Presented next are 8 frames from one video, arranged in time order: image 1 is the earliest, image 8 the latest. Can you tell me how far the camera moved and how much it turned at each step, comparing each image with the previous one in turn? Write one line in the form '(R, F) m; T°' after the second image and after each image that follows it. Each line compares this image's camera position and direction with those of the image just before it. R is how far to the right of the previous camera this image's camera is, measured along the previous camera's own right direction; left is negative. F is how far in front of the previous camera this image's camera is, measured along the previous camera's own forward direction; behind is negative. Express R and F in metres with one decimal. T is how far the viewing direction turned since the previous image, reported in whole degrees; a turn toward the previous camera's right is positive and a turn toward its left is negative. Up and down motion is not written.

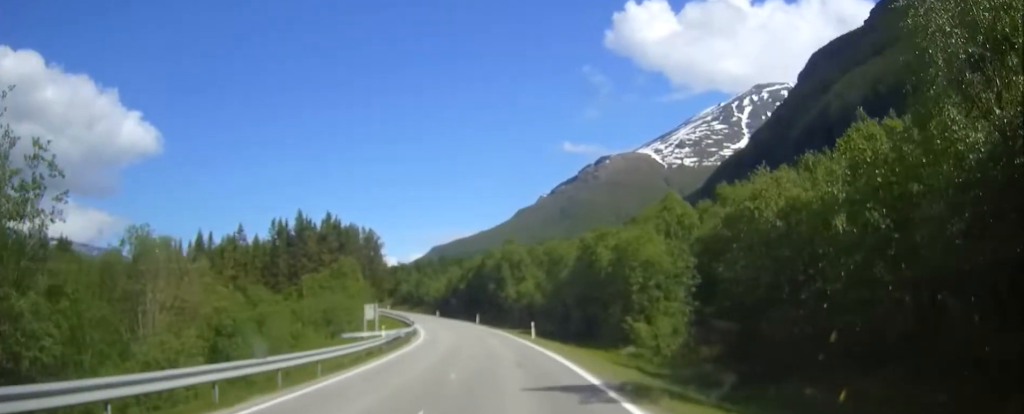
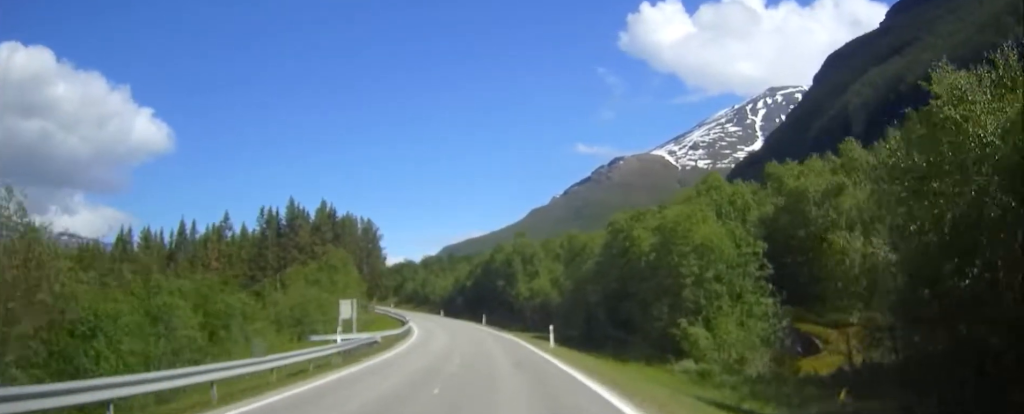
(-0.2, +11.9) m; -1°
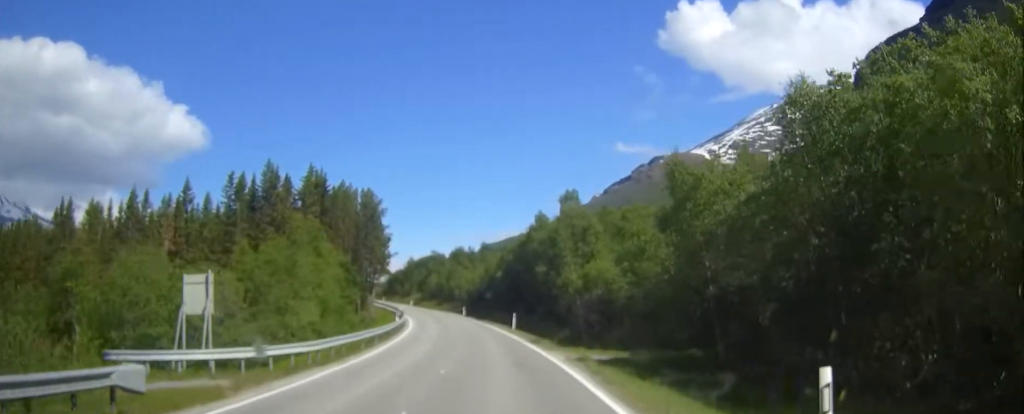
(-0.1, +27.6) m; 0°
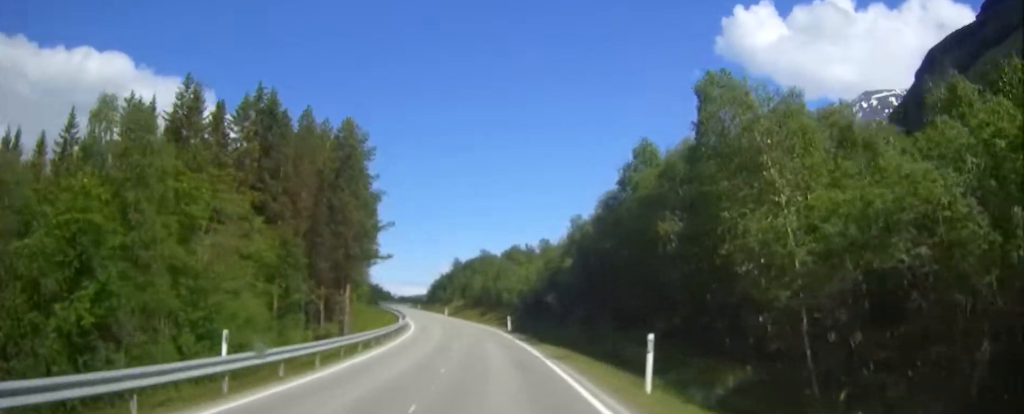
(-1.5, +38.0) m; -6°
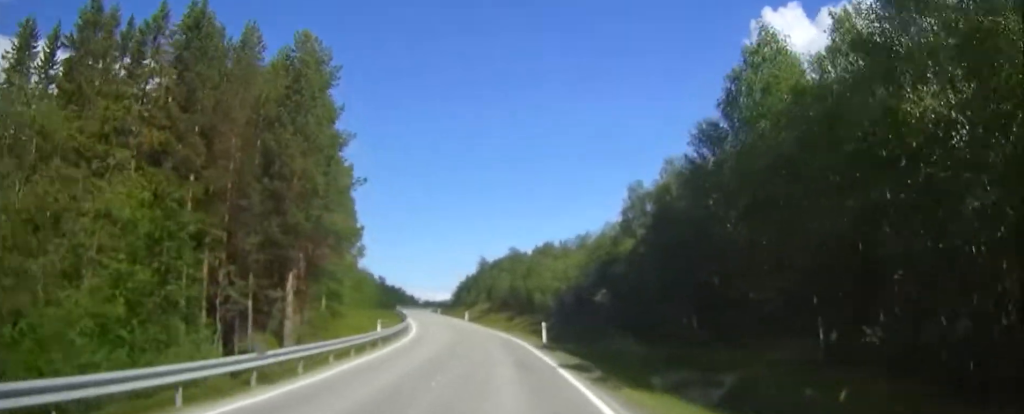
(-0.5, +18.7) m; -3°
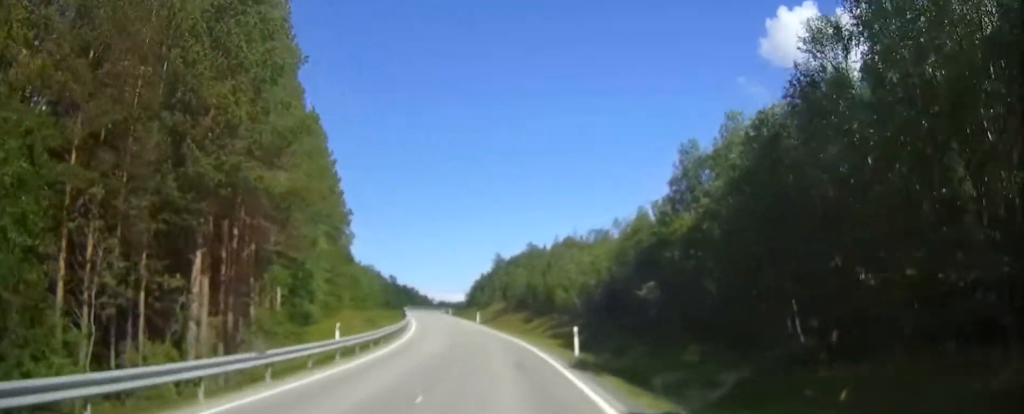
(0.0, +11.2) m; -2°
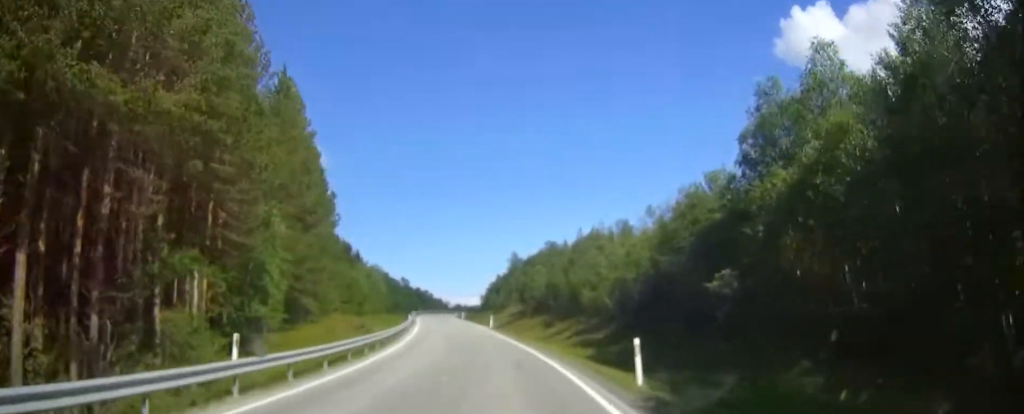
(-0.2, +10.5) m; -2°
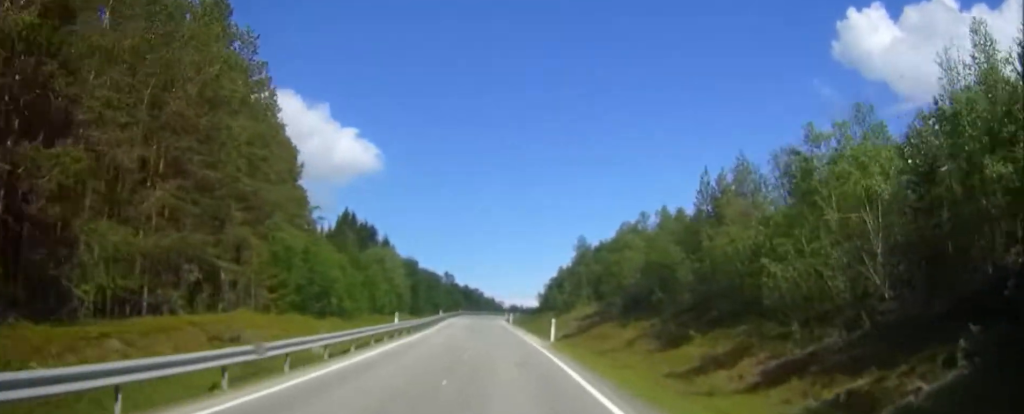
(-1.4, +33.4) m; -4°
